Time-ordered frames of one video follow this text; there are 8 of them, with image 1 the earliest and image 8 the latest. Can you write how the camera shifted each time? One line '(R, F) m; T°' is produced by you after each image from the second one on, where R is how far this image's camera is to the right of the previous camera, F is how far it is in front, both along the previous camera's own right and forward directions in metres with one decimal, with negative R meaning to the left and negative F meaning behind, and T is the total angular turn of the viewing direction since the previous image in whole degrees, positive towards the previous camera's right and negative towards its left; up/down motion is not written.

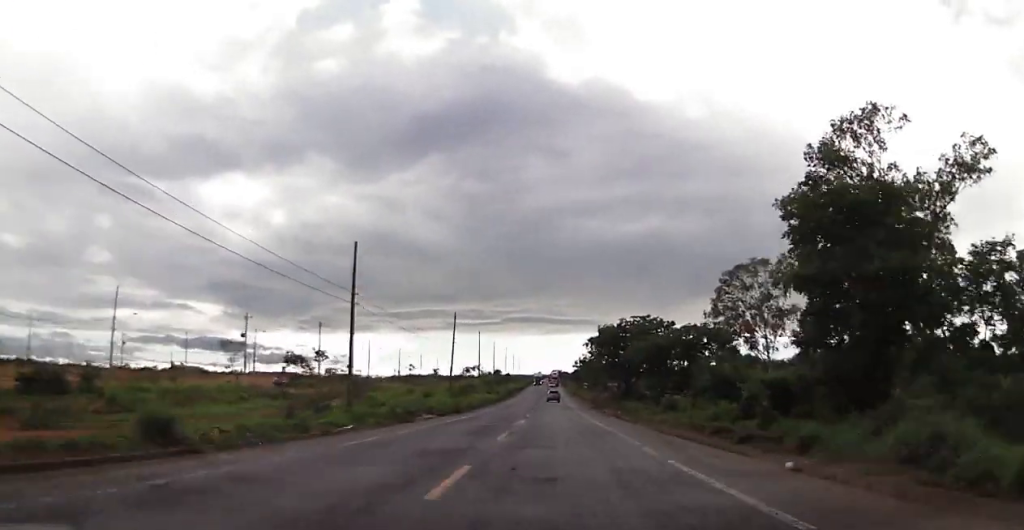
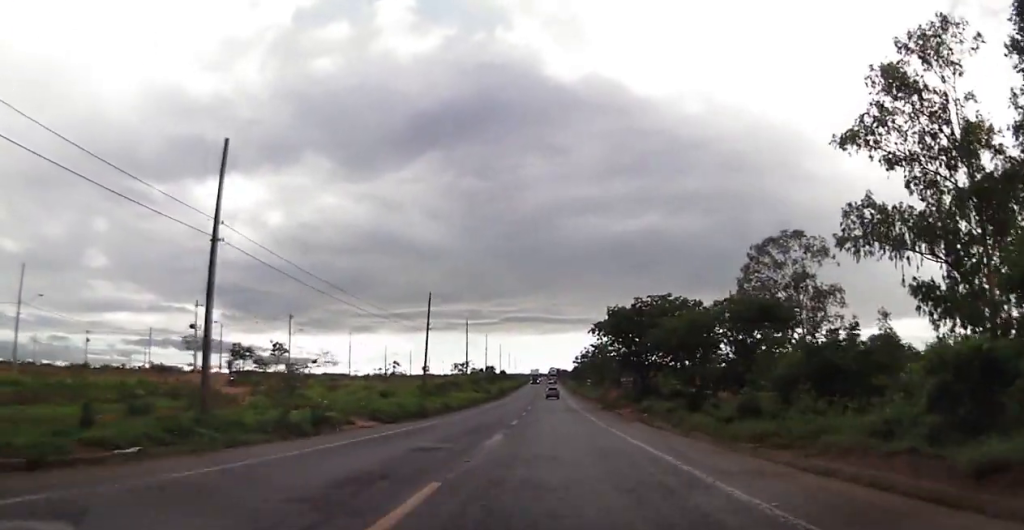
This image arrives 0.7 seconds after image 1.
(-0.1, +14.5) m; -1°
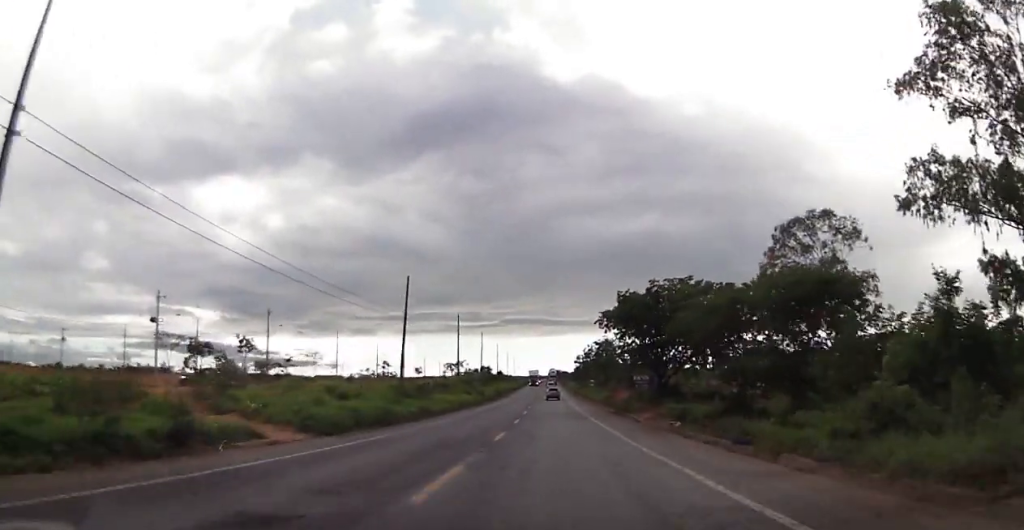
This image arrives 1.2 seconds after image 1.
(-0.2, +9.2) m; 0°
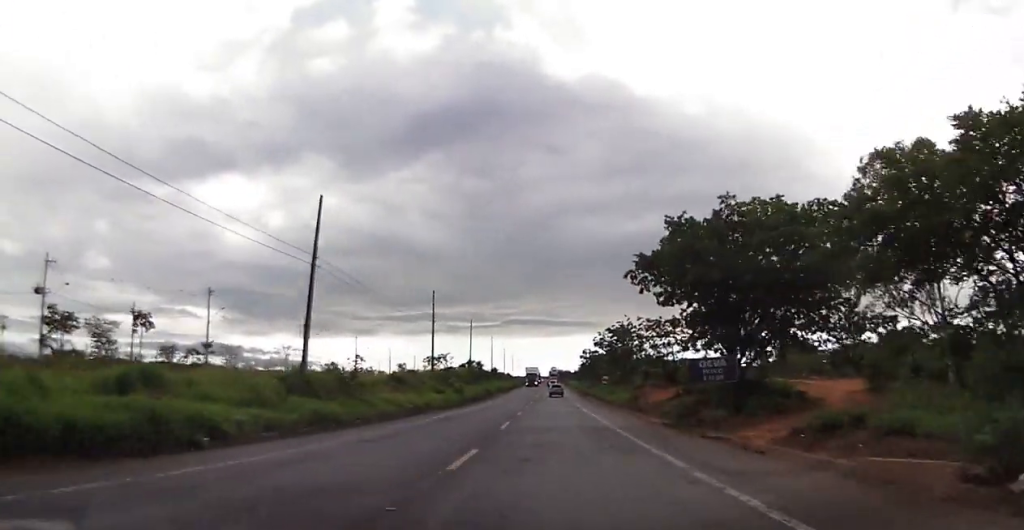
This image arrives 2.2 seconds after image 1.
(+0.4, +20.4) m; 0°
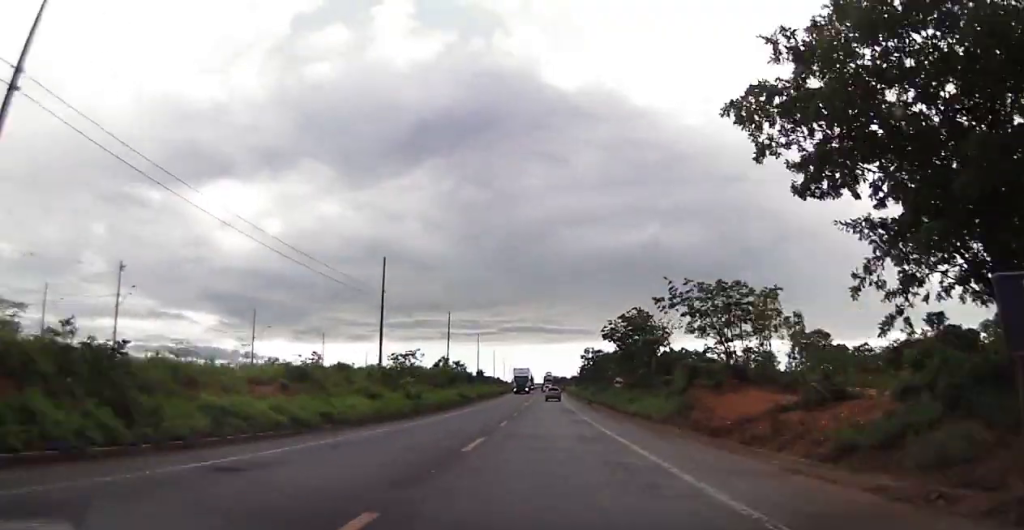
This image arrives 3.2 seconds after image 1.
(-0.4, +19.8) m; 0°
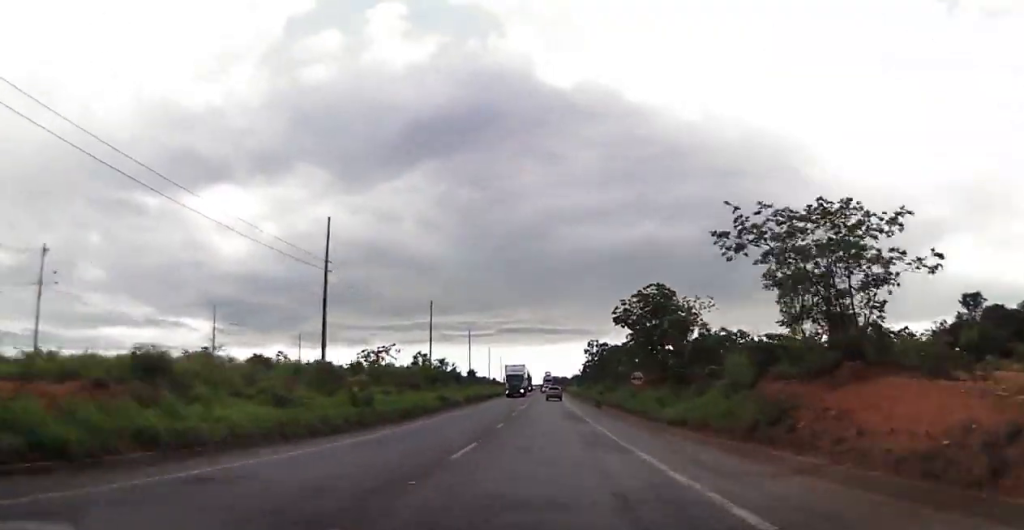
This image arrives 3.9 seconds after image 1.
(+0.2, +12.6) m; +1°
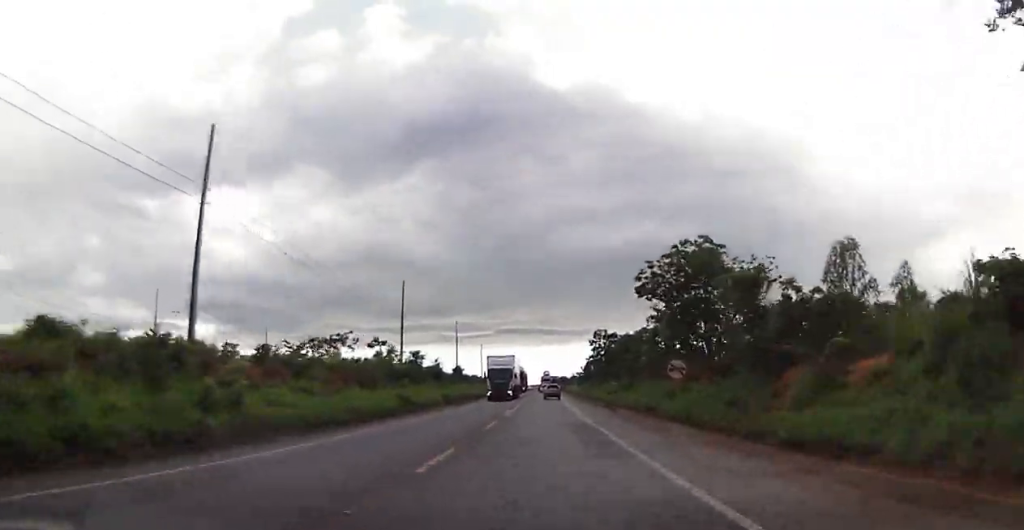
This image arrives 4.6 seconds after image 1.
(+0.2, +14.5) m; +1°
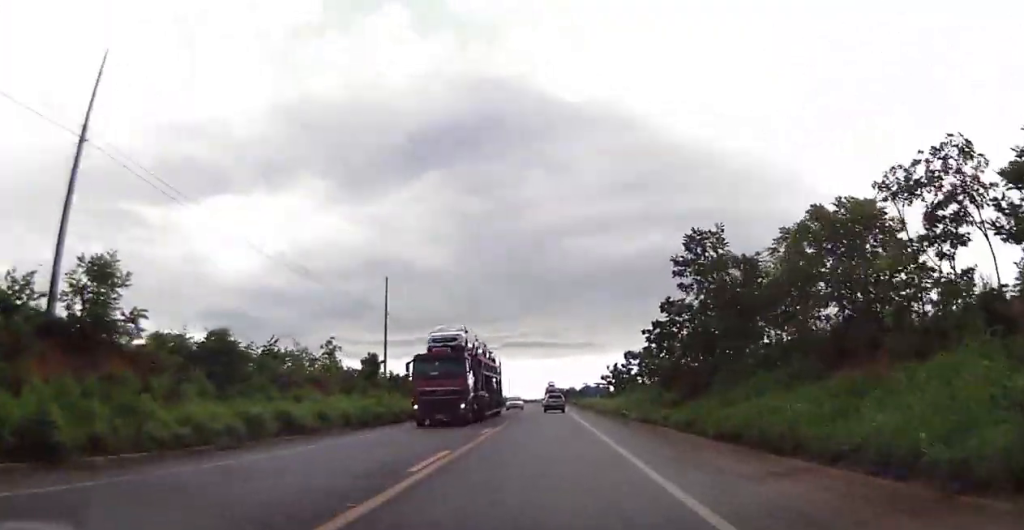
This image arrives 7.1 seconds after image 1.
(-0.4, +47.6) m; -1°
